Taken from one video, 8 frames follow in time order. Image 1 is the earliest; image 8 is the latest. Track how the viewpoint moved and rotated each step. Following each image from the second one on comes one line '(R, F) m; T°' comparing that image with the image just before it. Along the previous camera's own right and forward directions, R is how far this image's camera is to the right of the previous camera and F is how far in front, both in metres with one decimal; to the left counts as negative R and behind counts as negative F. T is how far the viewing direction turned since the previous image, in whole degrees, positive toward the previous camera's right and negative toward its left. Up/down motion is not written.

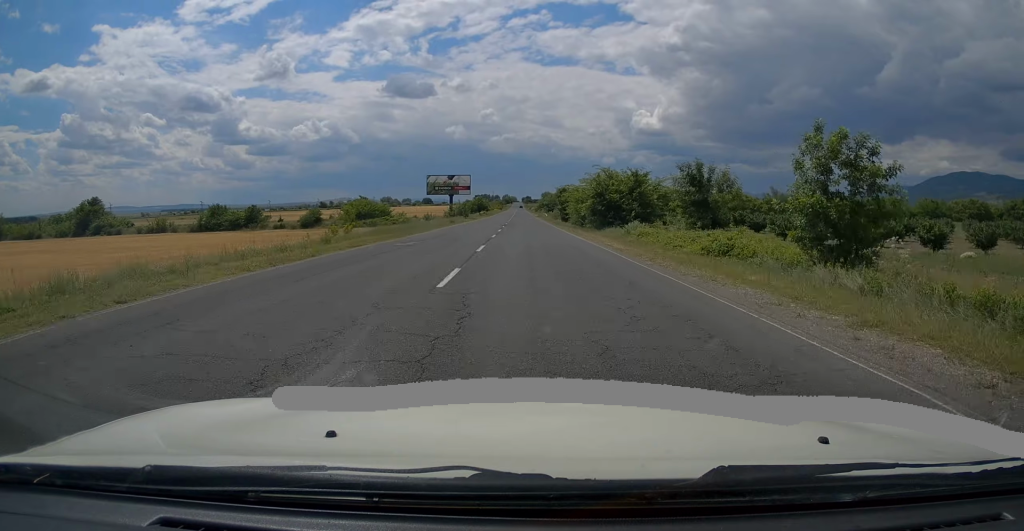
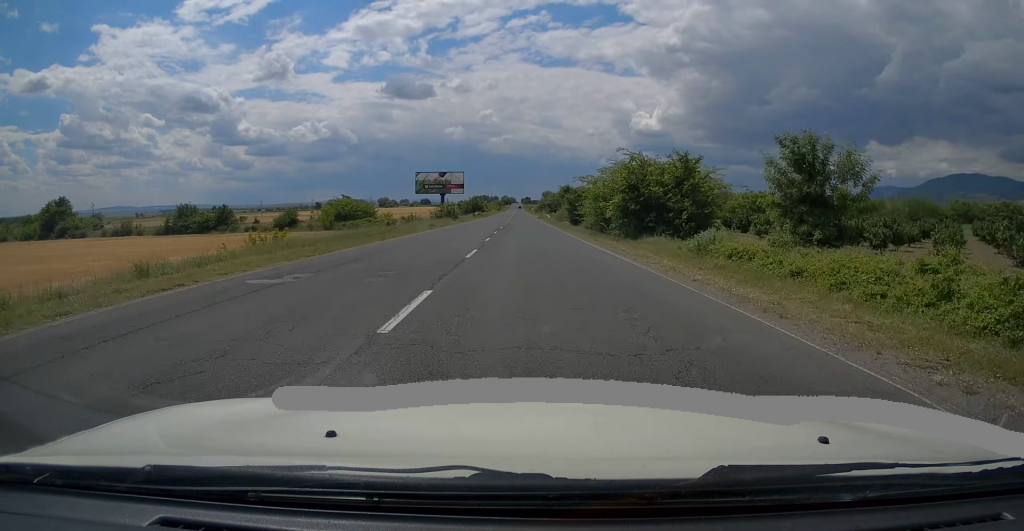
(-0.2, +11.8) m; 0°
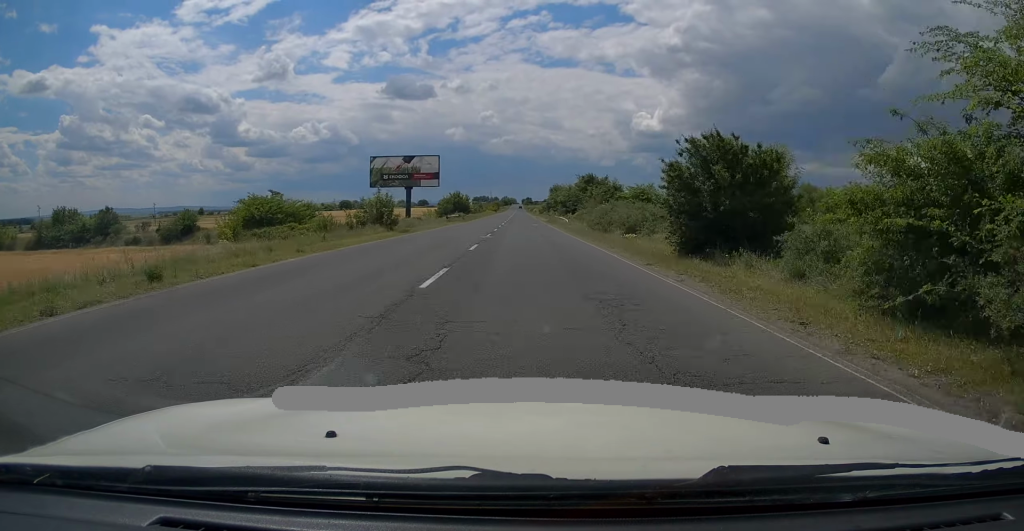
(+0.3, +33.3) m; 0°
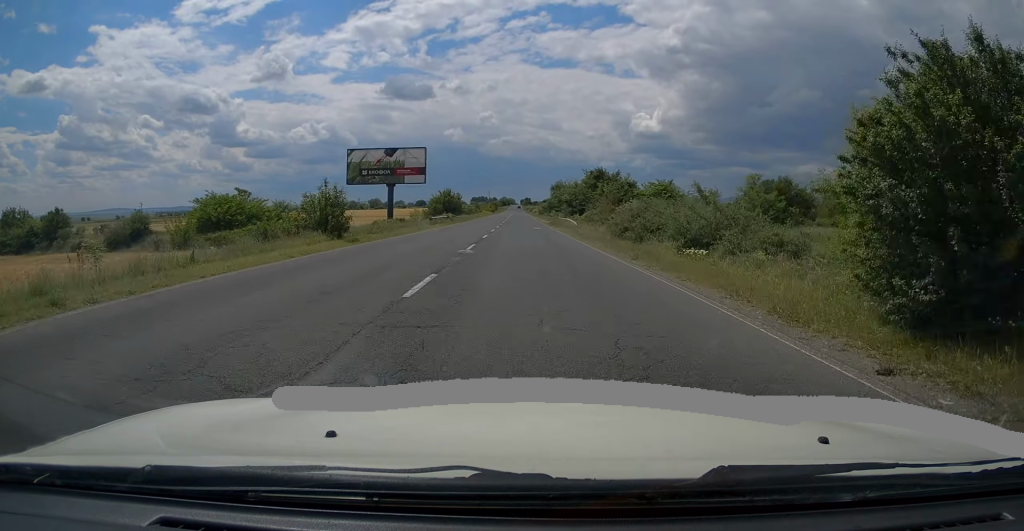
(-0.2, +9.7) m; 0°
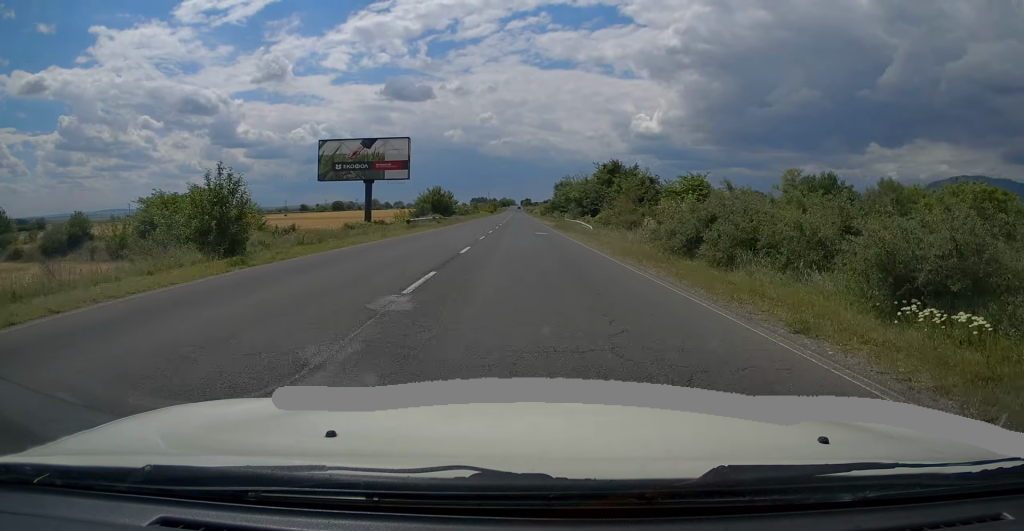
(0.0, +9.7) m; 0°
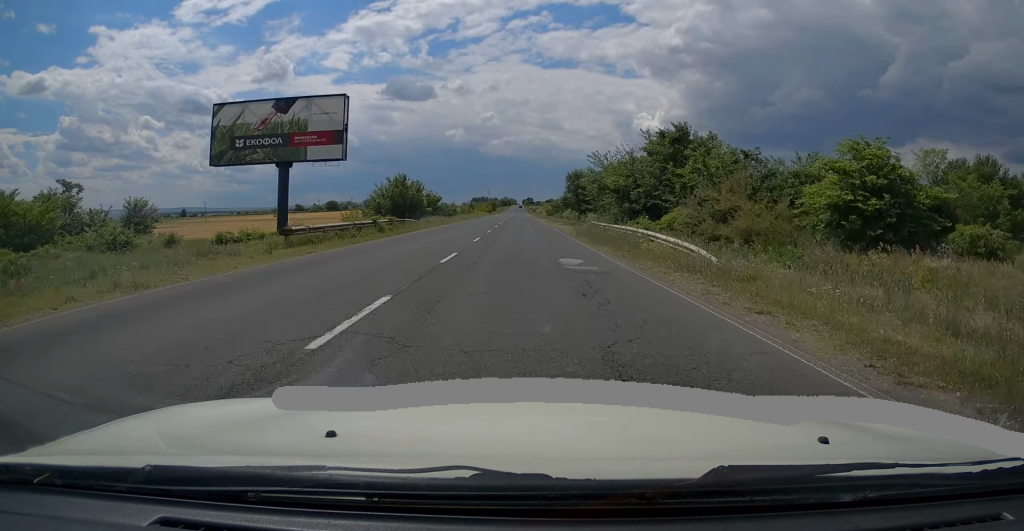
(+0.3, +20.9) m; 0°
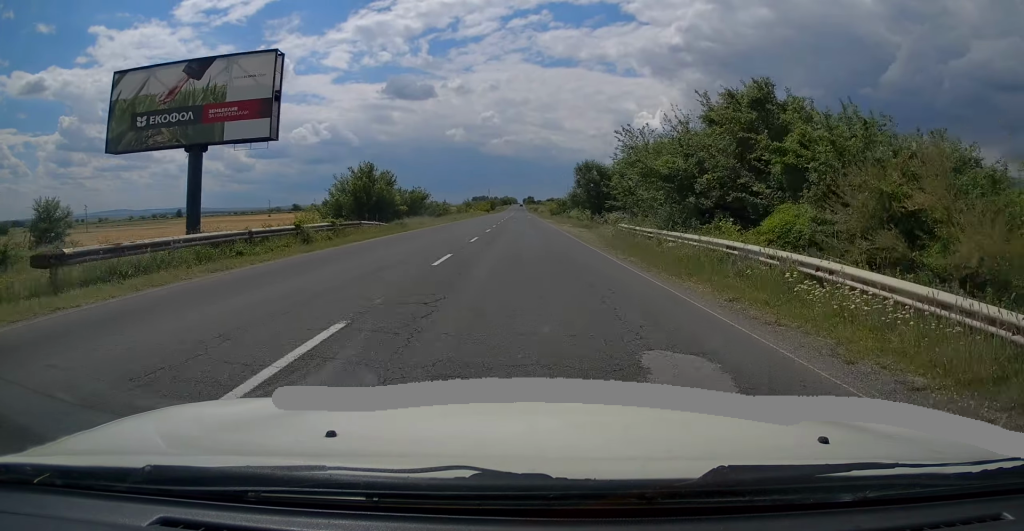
(-0.2, +10.5) m; -1°
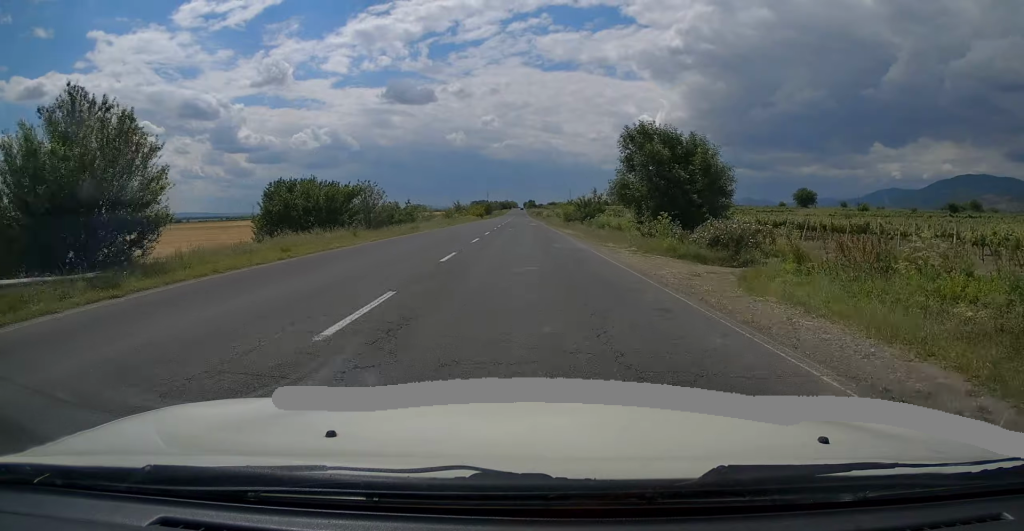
(-0.2, +25.4) m; +1°
